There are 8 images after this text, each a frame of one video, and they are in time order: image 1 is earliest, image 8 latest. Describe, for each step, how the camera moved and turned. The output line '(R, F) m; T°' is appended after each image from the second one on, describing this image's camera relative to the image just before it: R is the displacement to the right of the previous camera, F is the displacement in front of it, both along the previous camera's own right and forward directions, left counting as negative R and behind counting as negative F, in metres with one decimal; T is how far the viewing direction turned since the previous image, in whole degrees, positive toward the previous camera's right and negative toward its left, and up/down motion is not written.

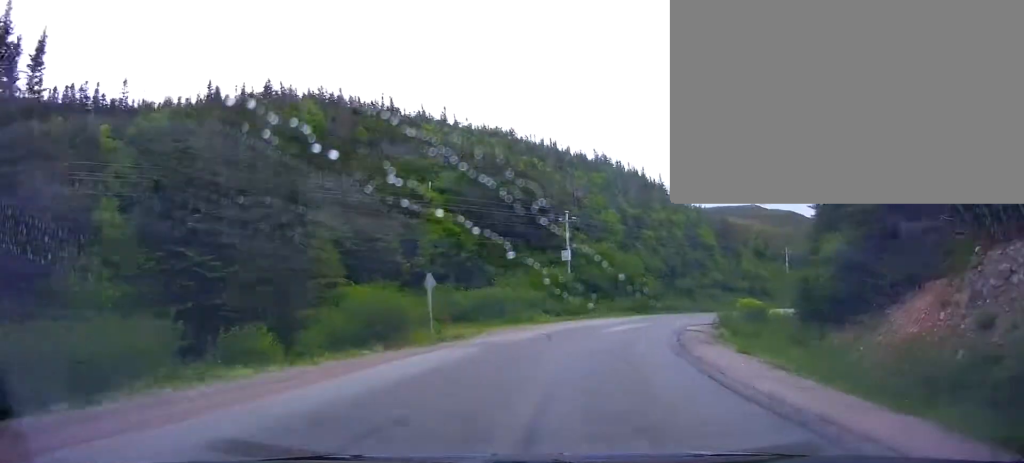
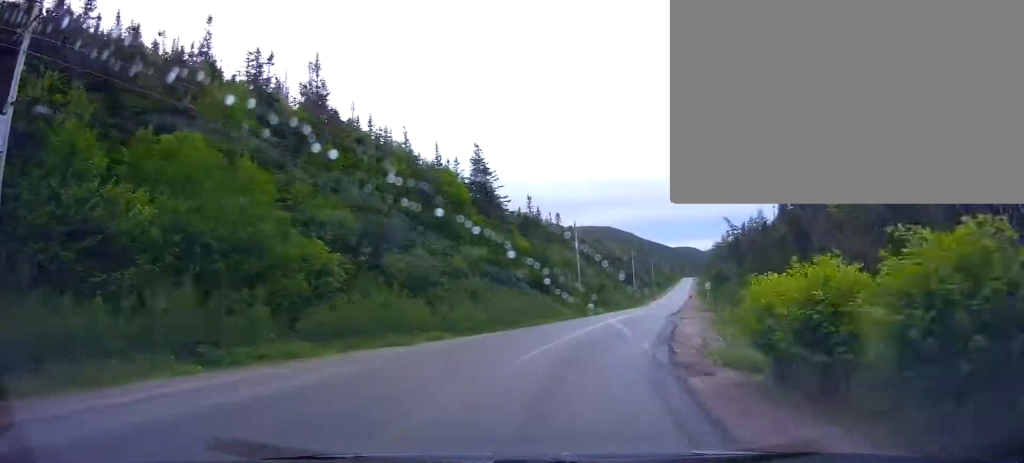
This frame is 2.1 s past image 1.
(+11.3, +42.6) m; +27°
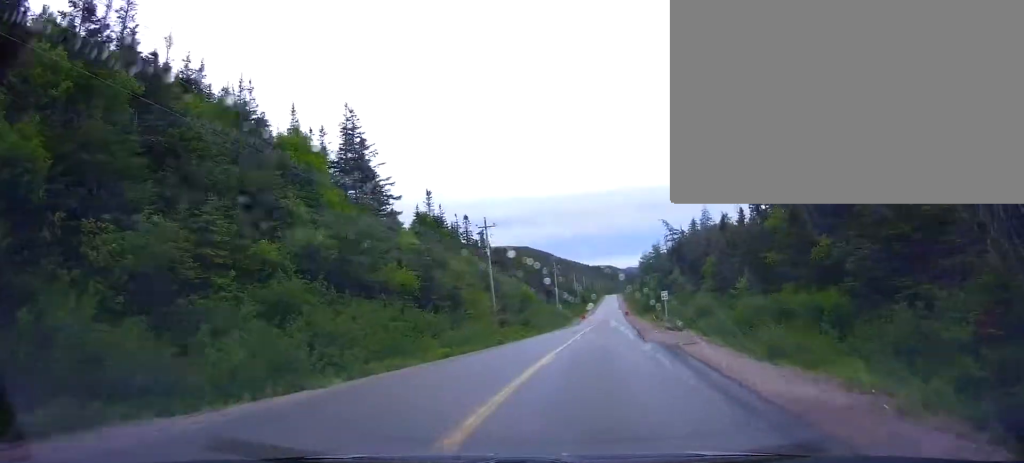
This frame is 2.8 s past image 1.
(+1.4, +16.2) m; +6°
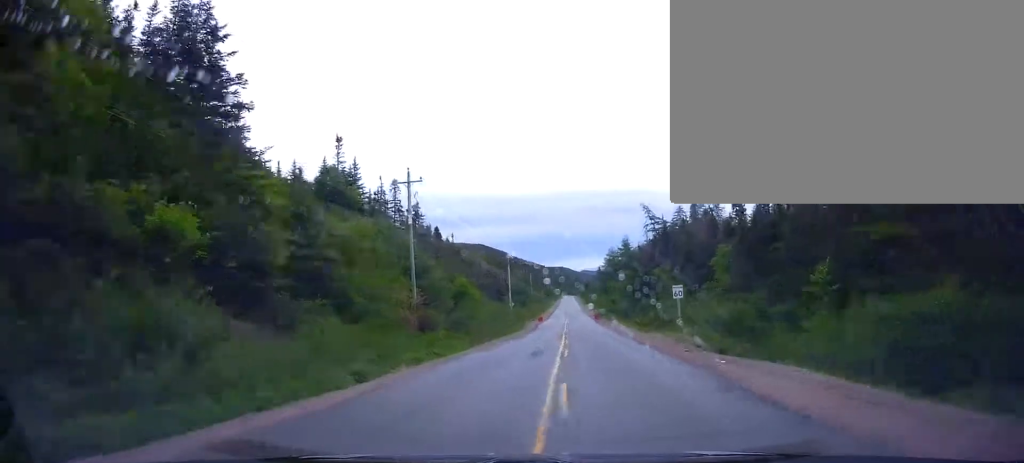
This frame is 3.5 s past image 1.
(+1.0, +18.2) m; +5°
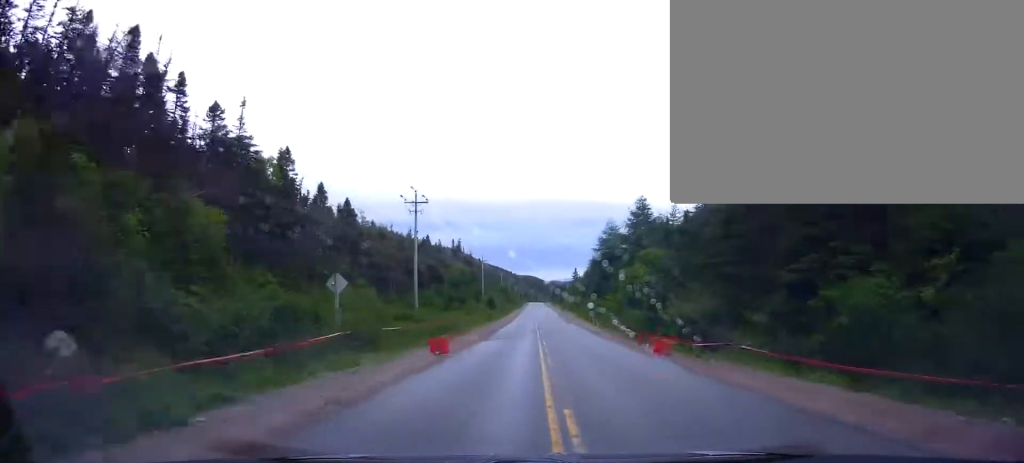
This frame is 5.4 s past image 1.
(+4.3, +55.1) m; +7°
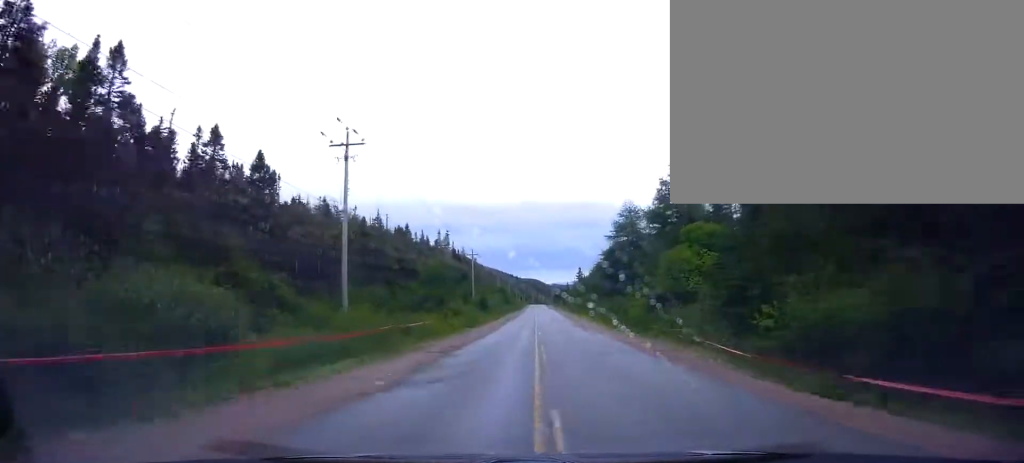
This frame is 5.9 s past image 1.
(+0.3, +18.0) m; 0°
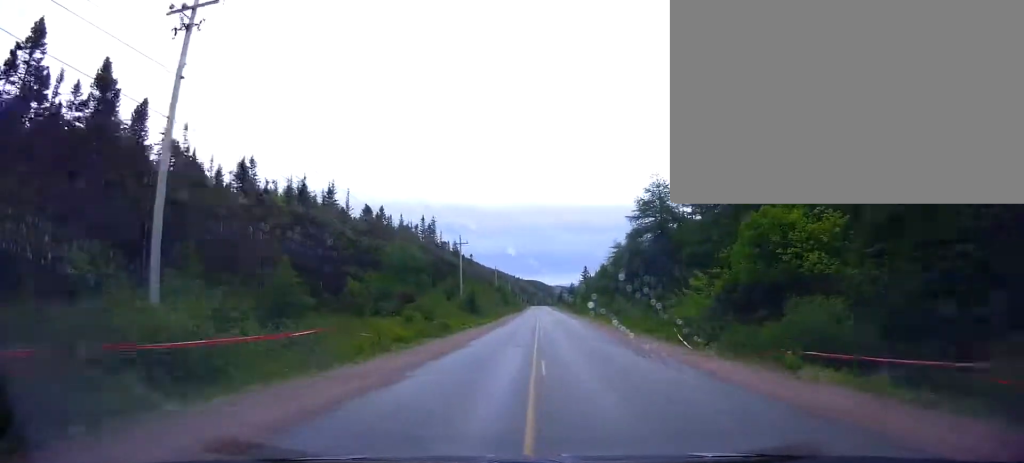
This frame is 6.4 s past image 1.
(+0.2, +15.9) m; 0°
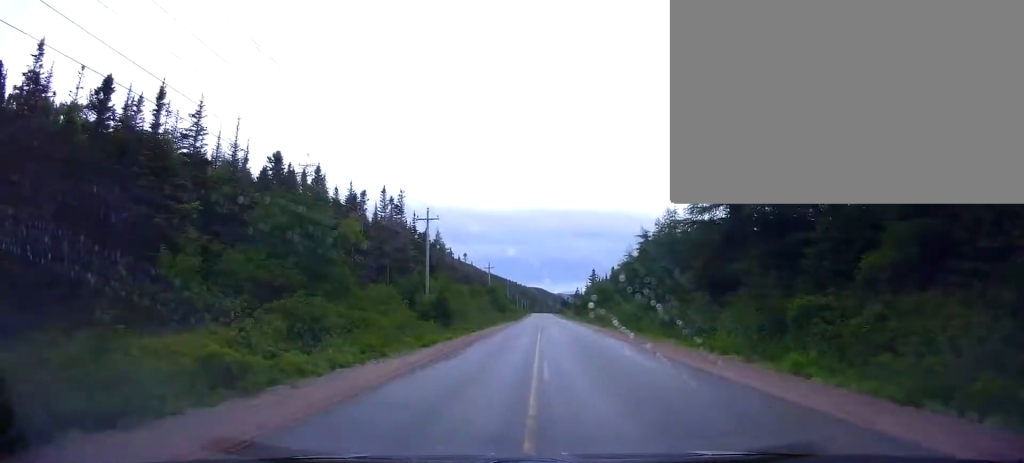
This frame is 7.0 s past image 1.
(-0.6, +24.0) m; -1°
